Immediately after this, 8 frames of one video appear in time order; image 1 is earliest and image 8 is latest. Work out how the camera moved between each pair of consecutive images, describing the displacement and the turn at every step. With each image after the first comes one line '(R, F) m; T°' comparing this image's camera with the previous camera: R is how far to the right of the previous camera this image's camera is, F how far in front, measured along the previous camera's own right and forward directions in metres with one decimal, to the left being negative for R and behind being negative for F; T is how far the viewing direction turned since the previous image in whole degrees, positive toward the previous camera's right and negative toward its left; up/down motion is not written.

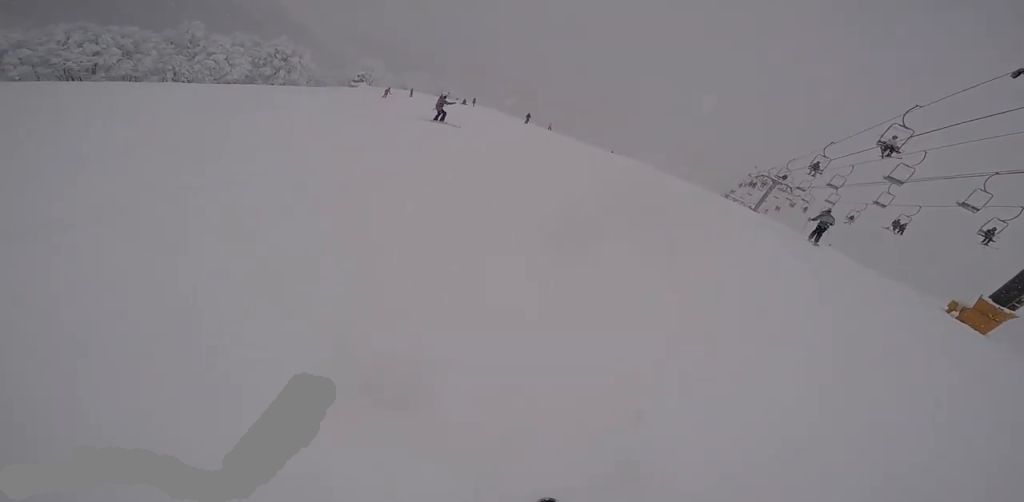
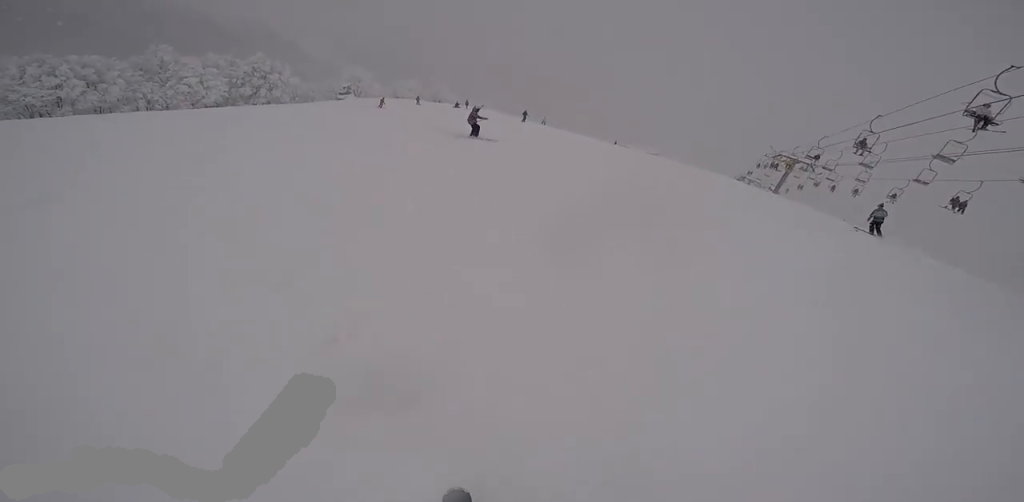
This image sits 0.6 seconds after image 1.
(-0.3, +3.6) m; -4°
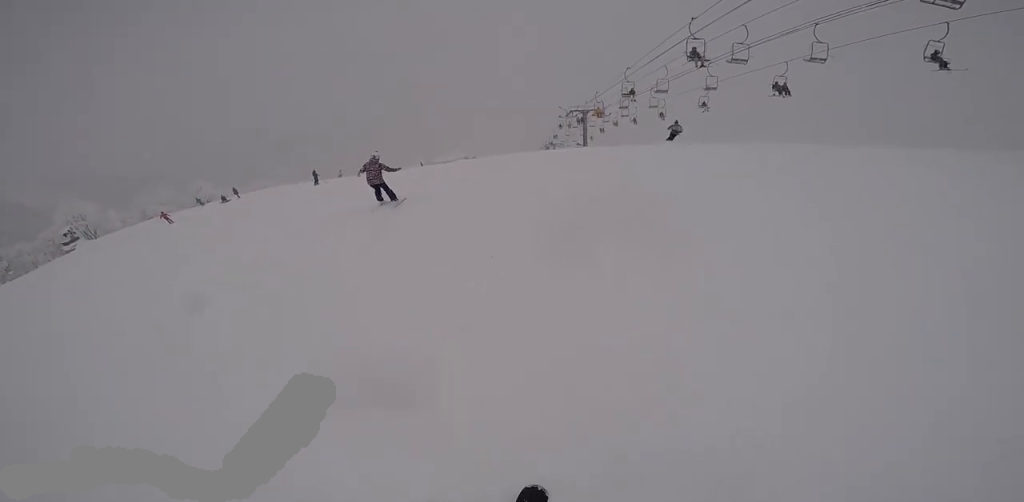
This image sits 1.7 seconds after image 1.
(+0.3, +6.4) m; +16°
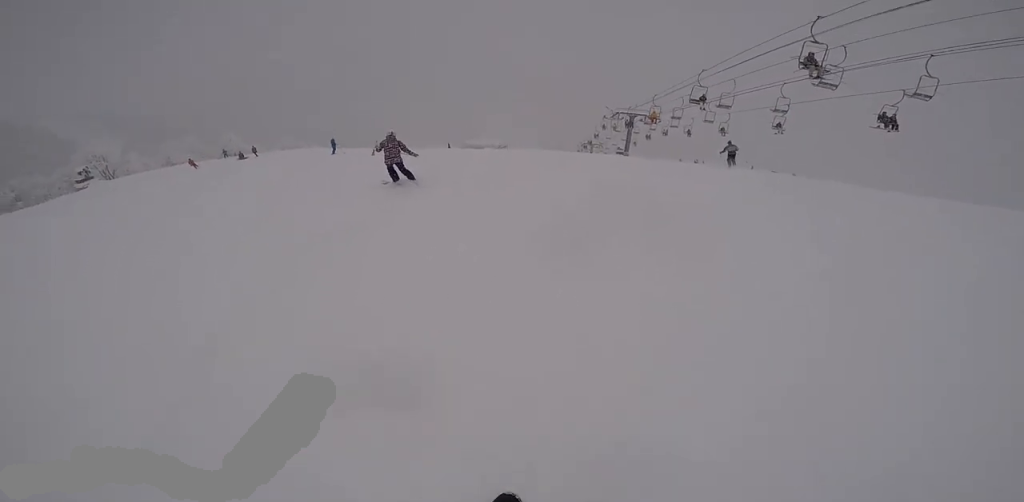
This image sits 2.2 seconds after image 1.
(+0.8, +2.9) m; +7°
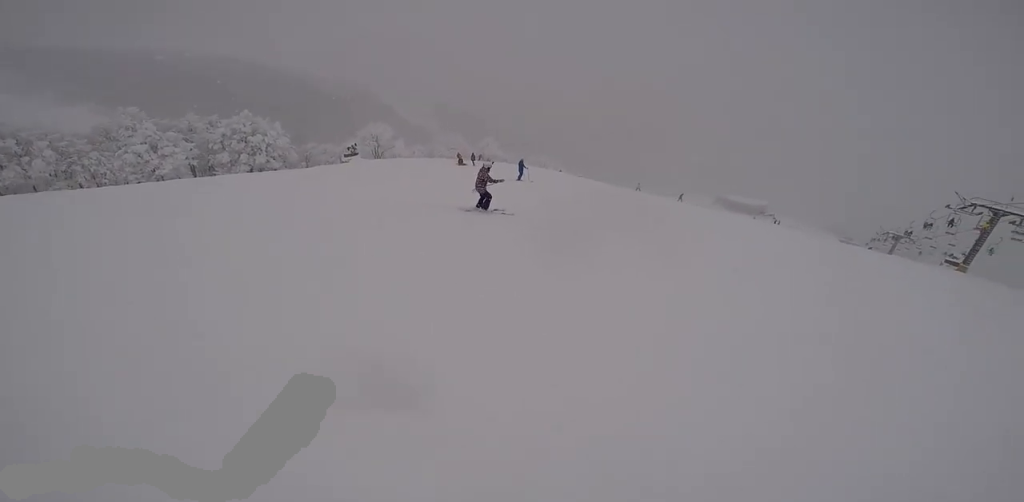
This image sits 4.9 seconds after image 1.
(-3.1, +10.0) m; -30°
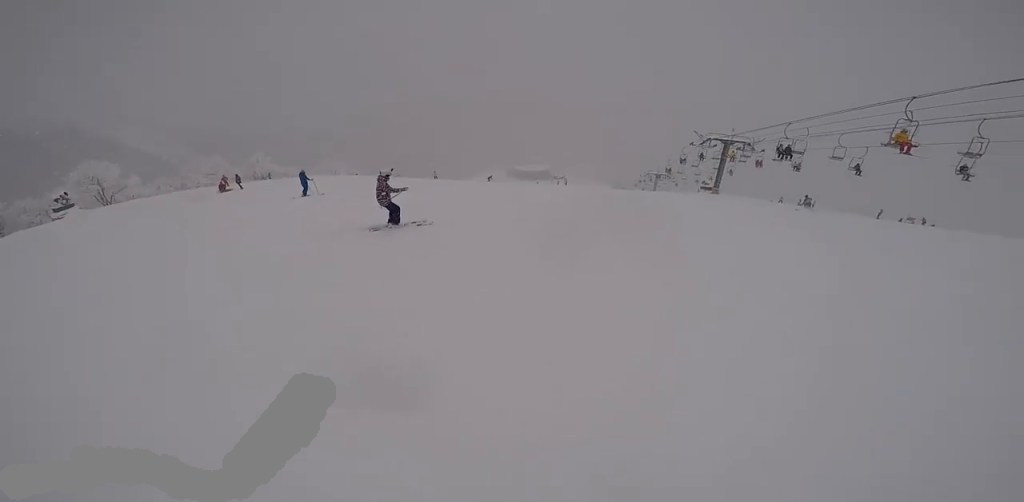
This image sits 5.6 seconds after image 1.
(0.0, +2.6) m; +18°
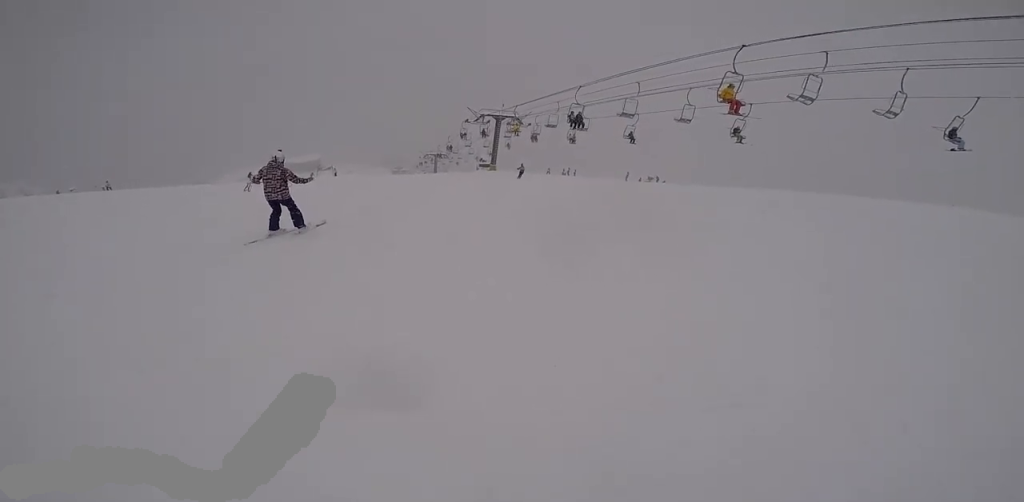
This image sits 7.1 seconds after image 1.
(+2.5, +4.0) m; +47°
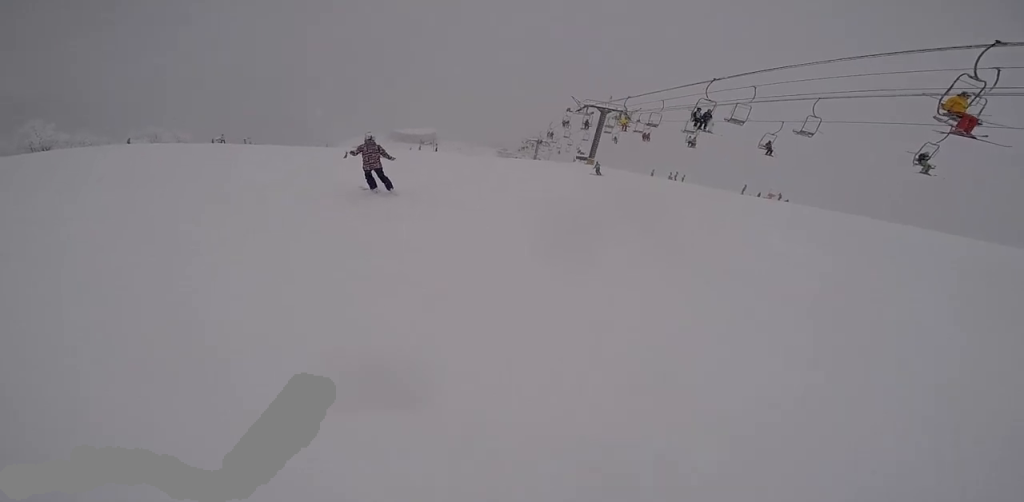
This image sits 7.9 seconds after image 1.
(+0.4, +2.7) m; 0°
